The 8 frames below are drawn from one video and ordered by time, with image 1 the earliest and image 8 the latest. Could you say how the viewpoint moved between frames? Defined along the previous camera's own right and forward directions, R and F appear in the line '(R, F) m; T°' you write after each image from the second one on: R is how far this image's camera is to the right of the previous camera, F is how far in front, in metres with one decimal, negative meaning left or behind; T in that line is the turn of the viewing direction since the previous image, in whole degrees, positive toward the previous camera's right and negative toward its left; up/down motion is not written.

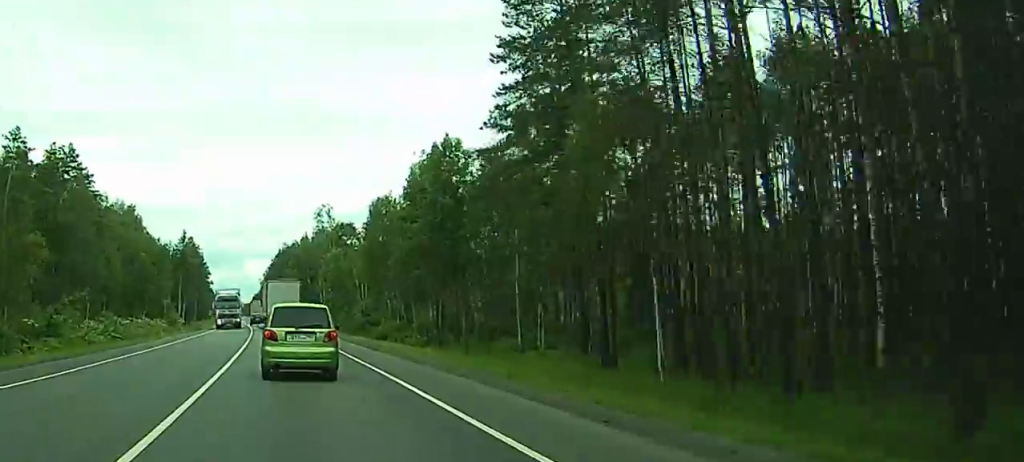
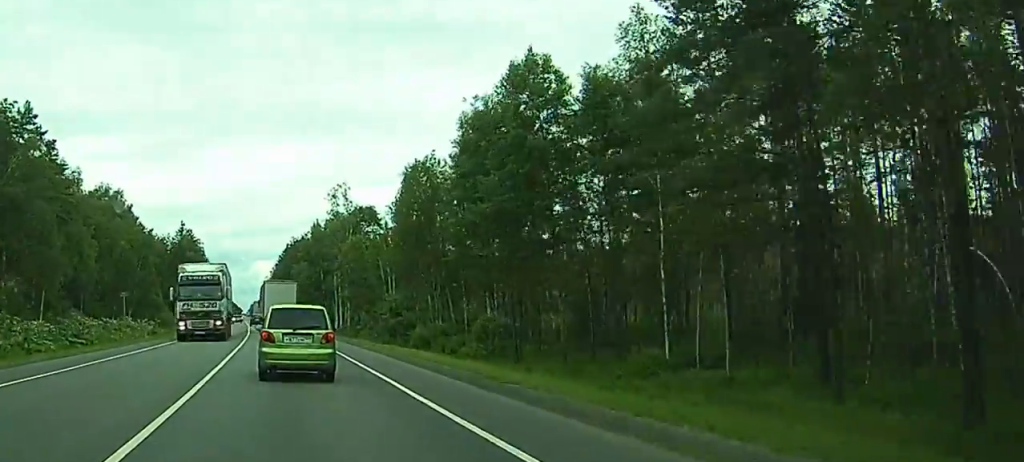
(0.0, +23.7) m; 0°
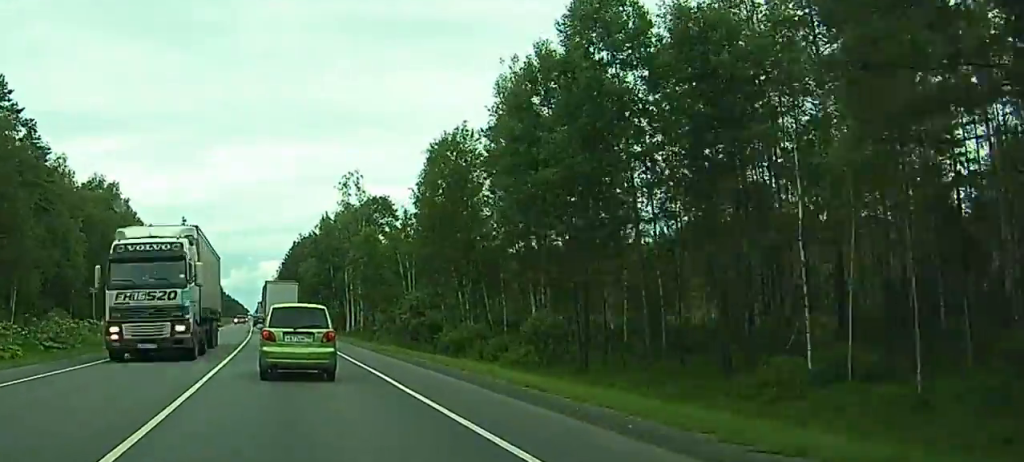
(0.0, +10.7) m; -1°
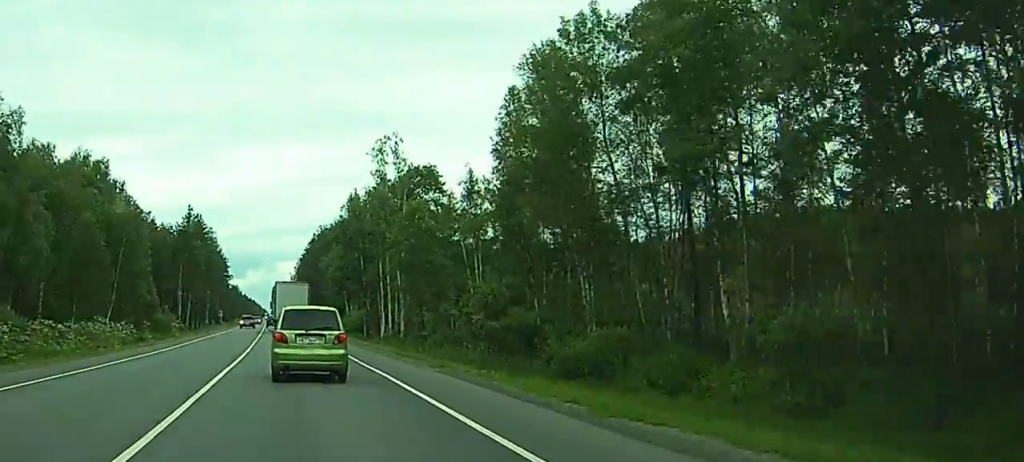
(-0.4, +23.4) m; -4°
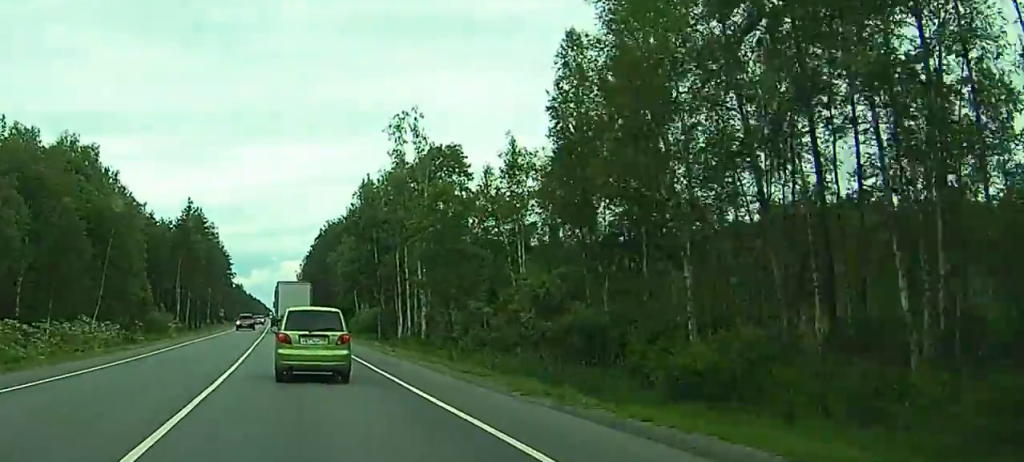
(-0.7, +10.3) m; 0°
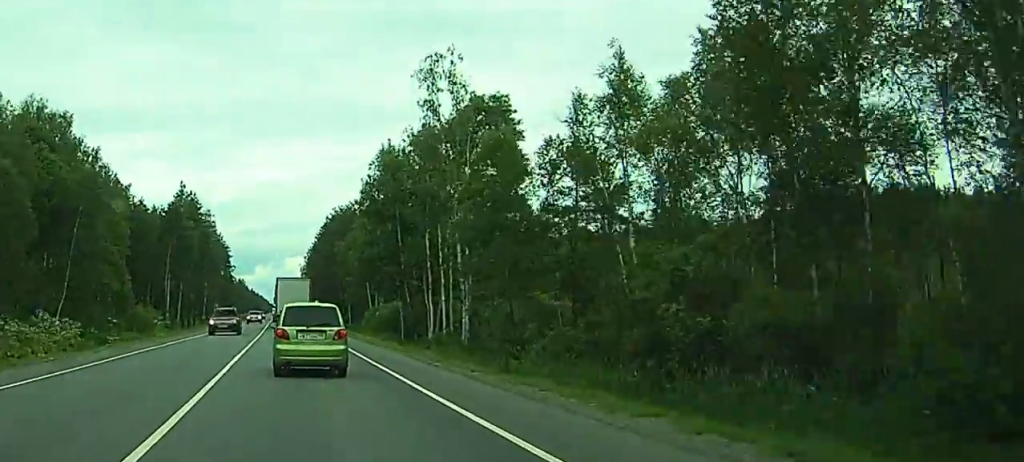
(-0.2, +16.5) m; 0°
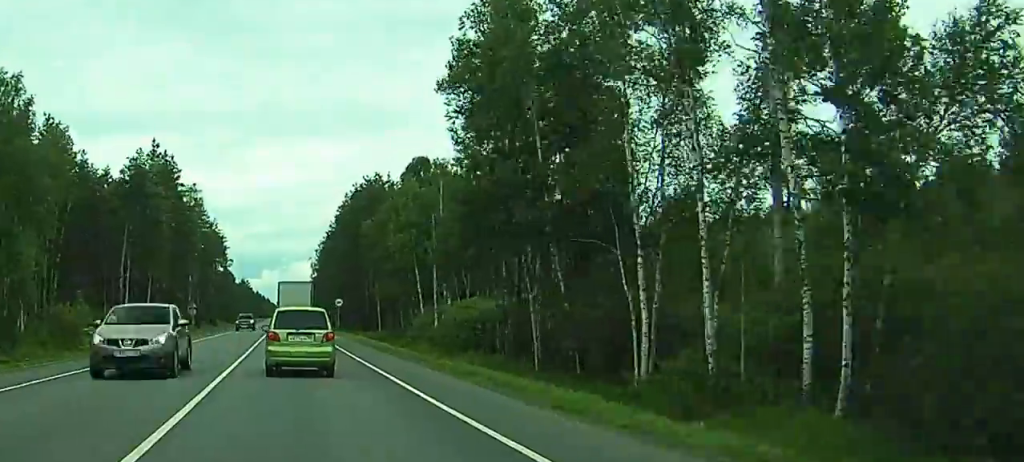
(+0.7, +39.4) m; -1°
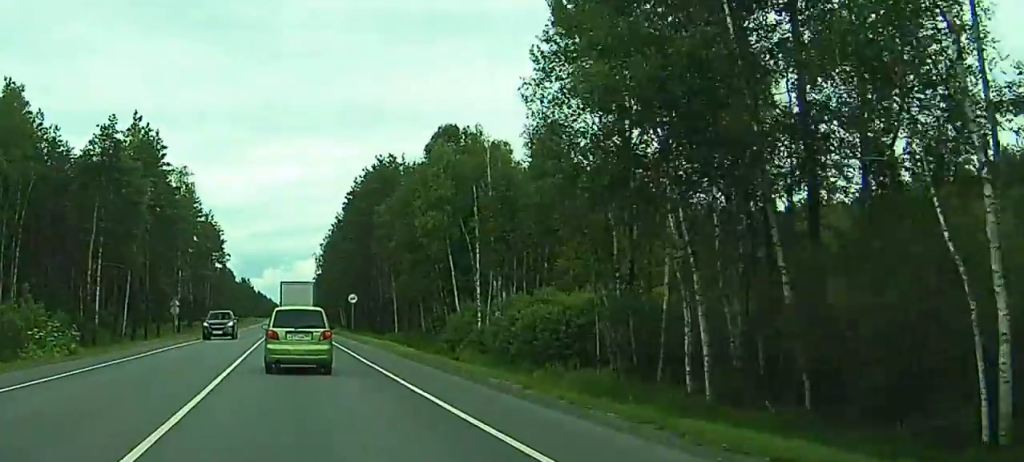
(-0.3, +15.3) m; -1°
